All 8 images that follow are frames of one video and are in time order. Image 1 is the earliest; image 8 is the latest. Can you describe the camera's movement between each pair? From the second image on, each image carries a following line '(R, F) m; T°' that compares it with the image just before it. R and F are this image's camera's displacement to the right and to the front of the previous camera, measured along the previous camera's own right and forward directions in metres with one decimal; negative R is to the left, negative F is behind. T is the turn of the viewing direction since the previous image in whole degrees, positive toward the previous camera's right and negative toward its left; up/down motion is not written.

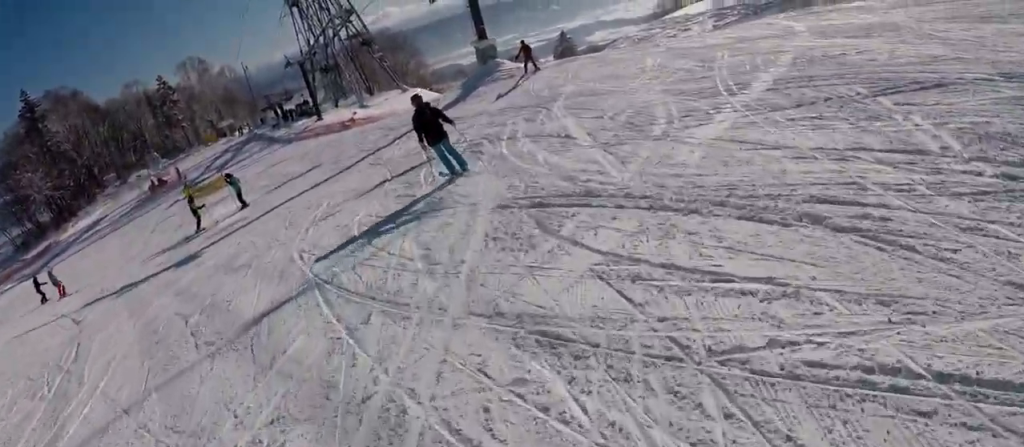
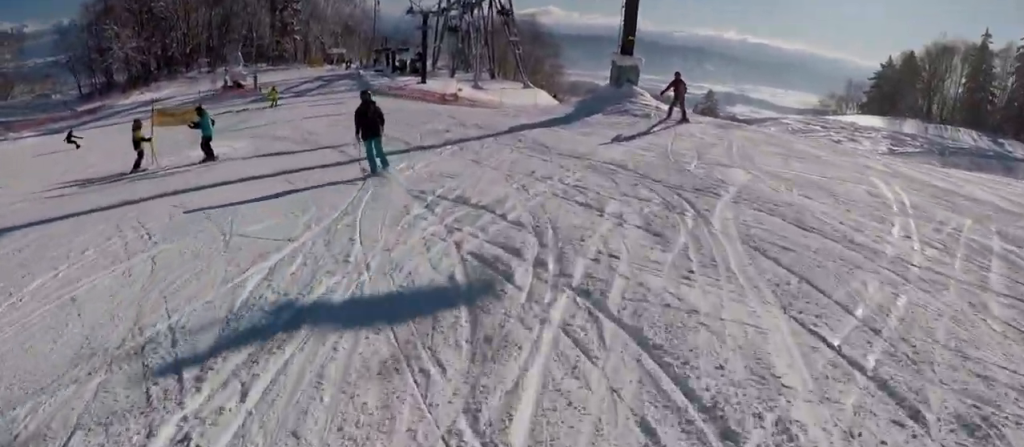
(+0.9, +8.8) m; -2°
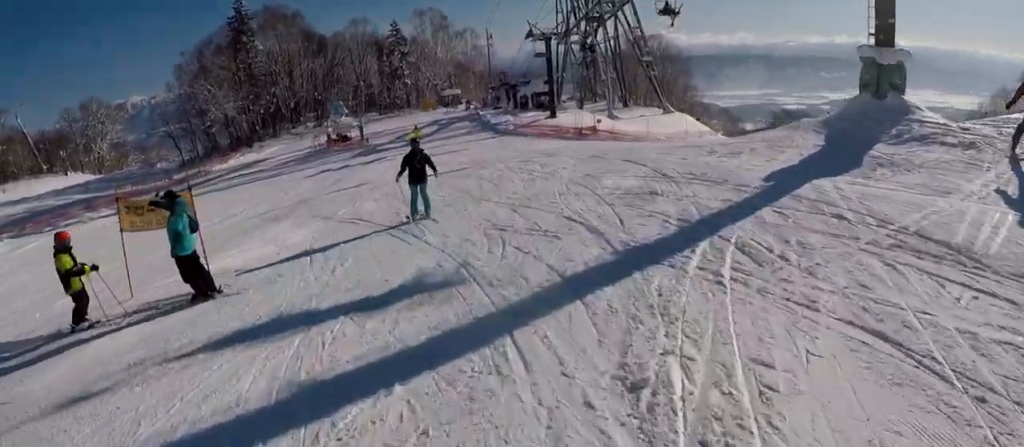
(-1.2, +9.1) m; -12°
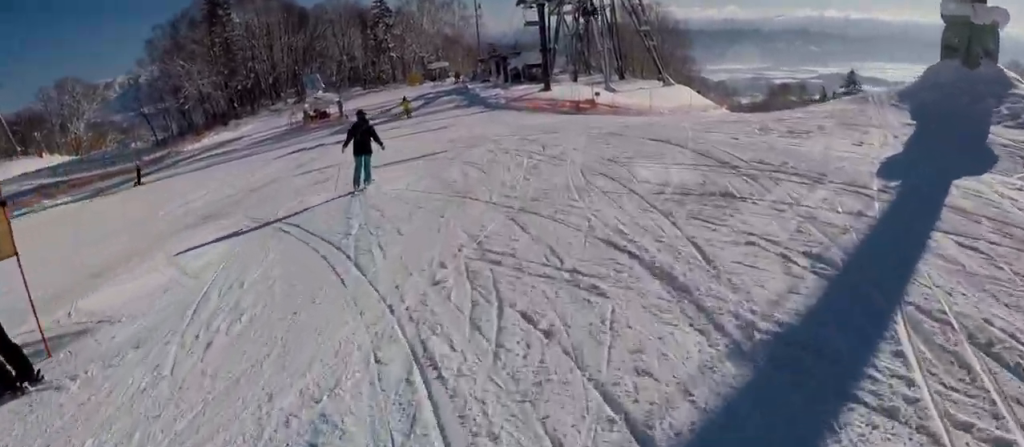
(+0.2, +3.6) m; -6°
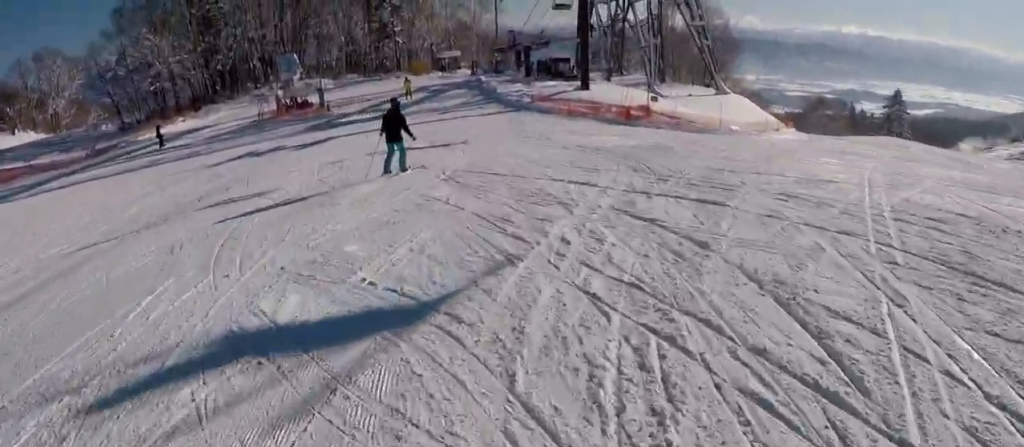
(-2.1, +10.3) m; -13°
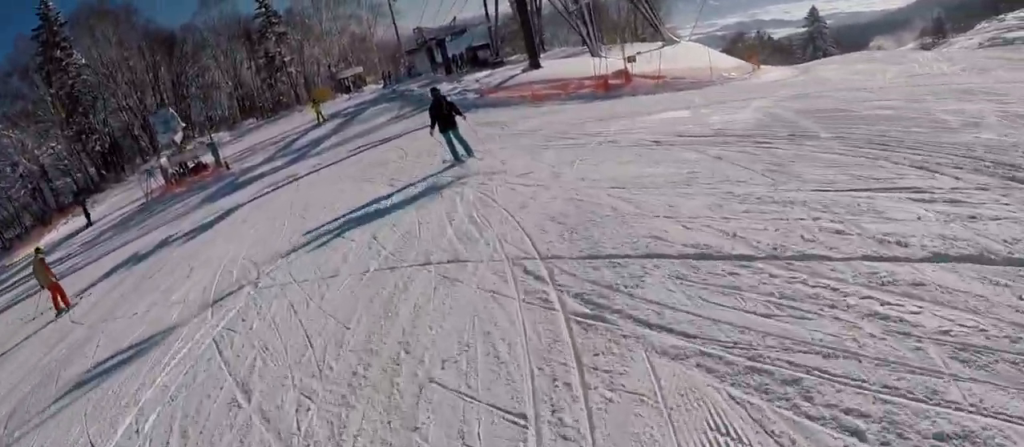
(+0.3, +7.9) m; +12°
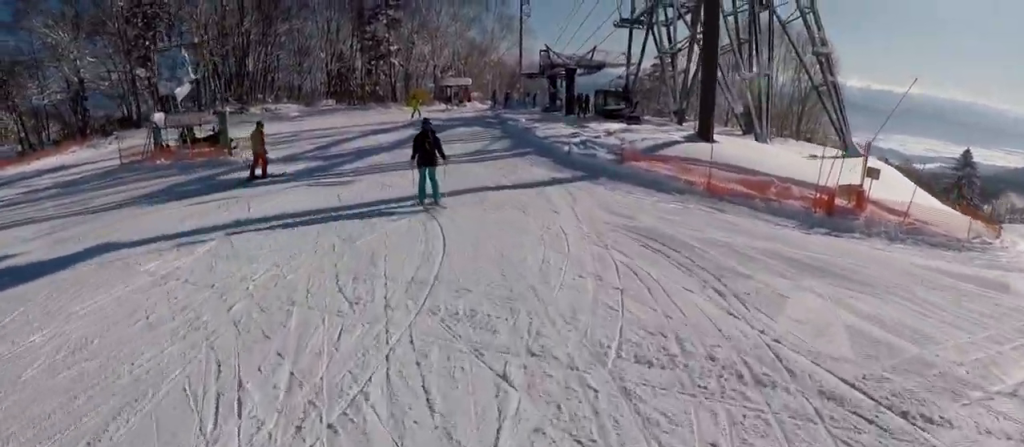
(+1.9, +11.0) m; +2°
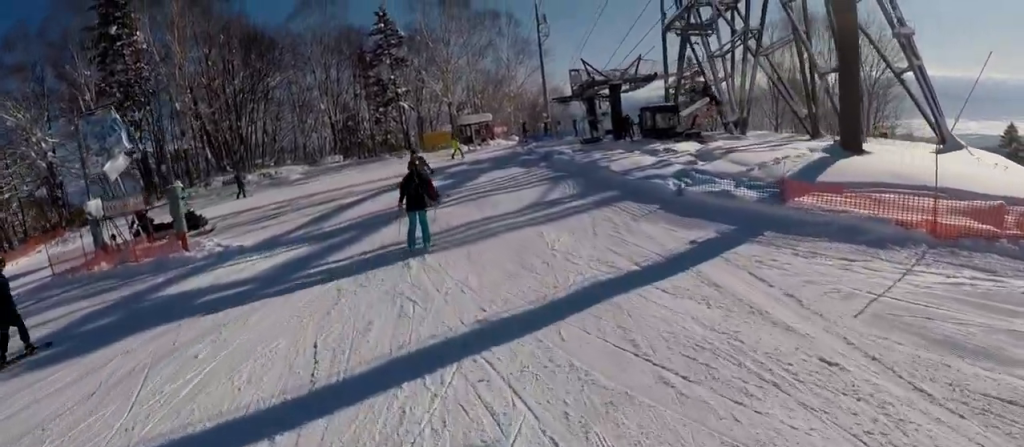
(-0.8, +6.6) m; -4°
